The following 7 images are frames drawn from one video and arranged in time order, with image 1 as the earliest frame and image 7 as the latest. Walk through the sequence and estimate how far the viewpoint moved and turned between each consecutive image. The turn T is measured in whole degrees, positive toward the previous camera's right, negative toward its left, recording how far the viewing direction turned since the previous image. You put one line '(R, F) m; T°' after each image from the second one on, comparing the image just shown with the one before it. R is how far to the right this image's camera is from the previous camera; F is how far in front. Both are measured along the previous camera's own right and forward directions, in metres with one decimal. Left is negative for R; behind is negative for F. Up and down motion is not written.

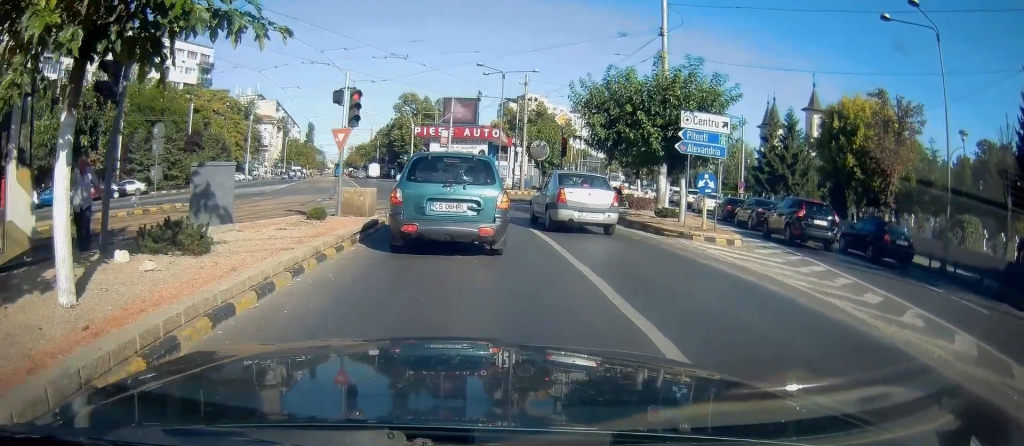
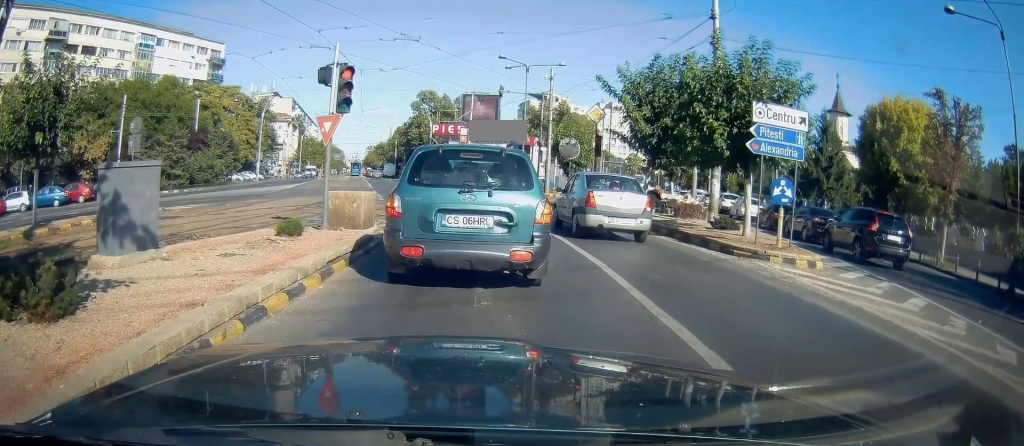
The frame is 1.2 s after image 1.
(0.0, +3.3) m; +3°
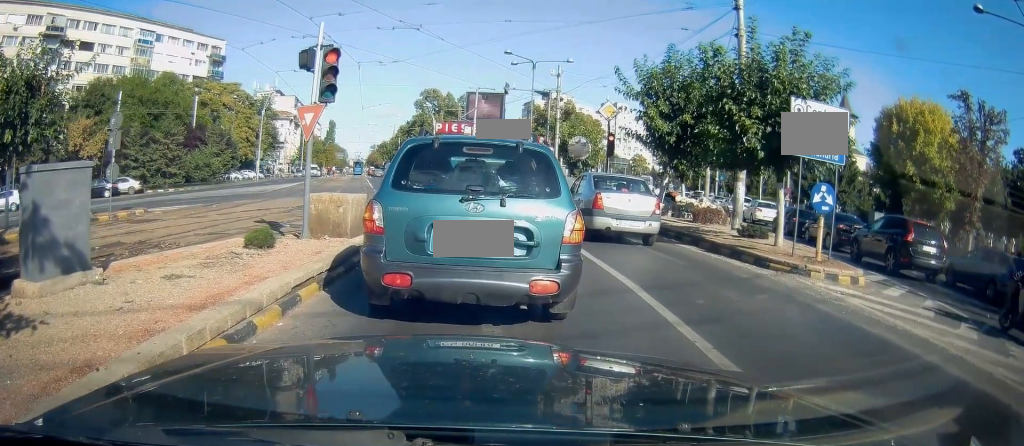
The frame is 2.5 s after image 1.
(+0.1, +1.6) m; +2°
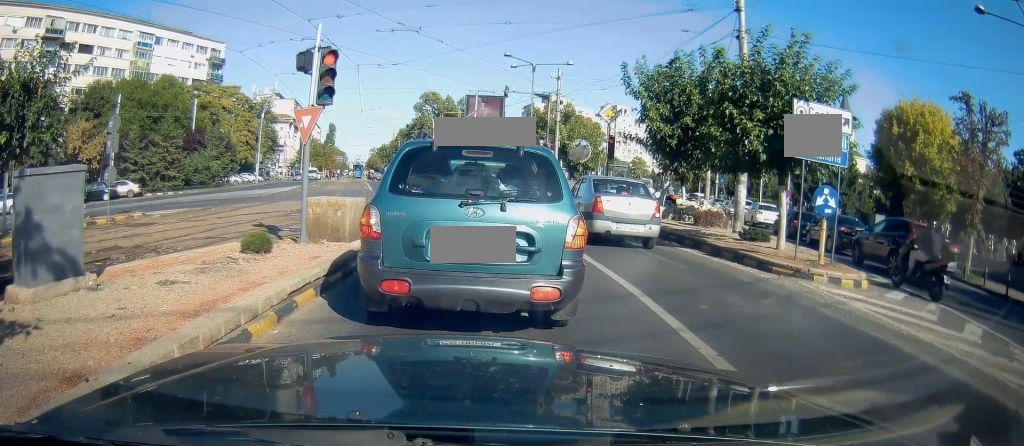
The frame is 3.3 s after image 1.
(+0.1, +0.2) m; 0°
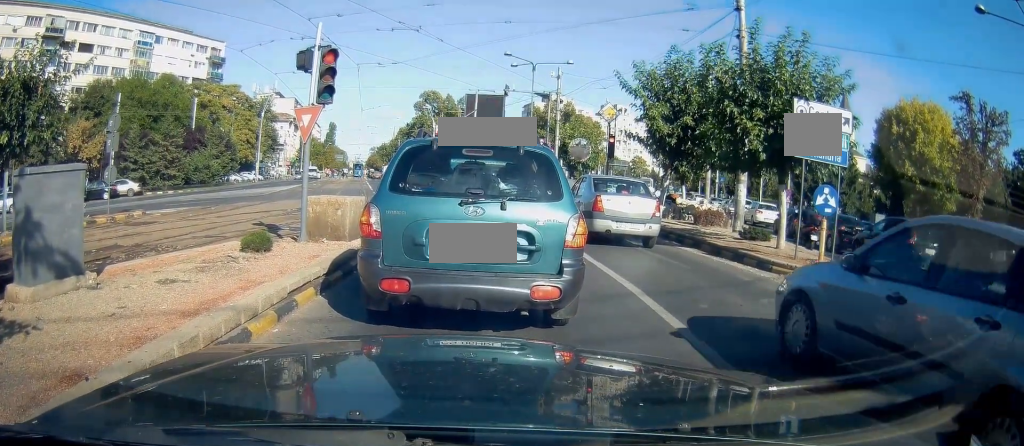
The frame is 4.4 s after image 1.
(0.0, 0.0) m; 0°
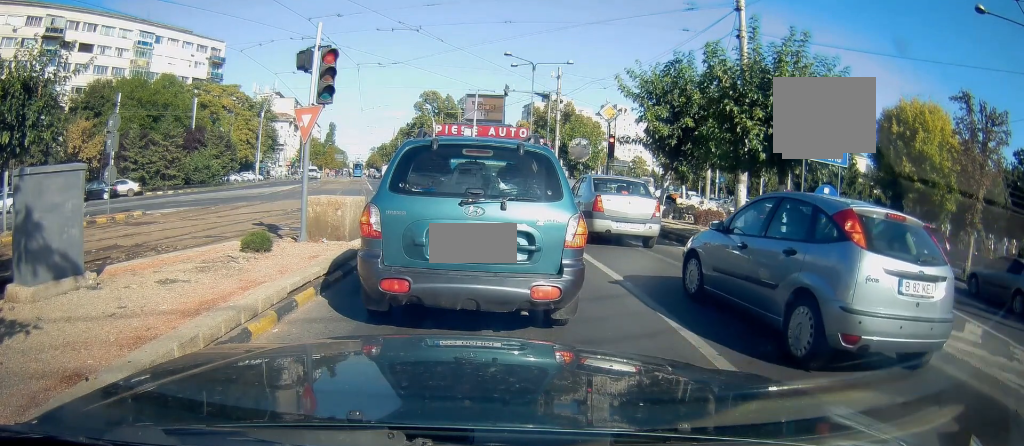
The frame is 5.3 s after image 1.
(0.0, 0.0) m; 0°
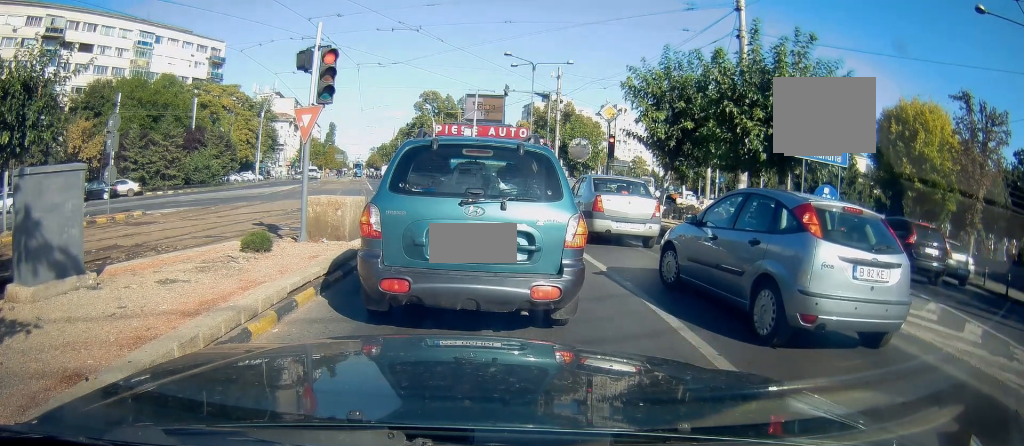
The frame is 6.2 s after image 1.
(0.0, 0.0) m; 0°
